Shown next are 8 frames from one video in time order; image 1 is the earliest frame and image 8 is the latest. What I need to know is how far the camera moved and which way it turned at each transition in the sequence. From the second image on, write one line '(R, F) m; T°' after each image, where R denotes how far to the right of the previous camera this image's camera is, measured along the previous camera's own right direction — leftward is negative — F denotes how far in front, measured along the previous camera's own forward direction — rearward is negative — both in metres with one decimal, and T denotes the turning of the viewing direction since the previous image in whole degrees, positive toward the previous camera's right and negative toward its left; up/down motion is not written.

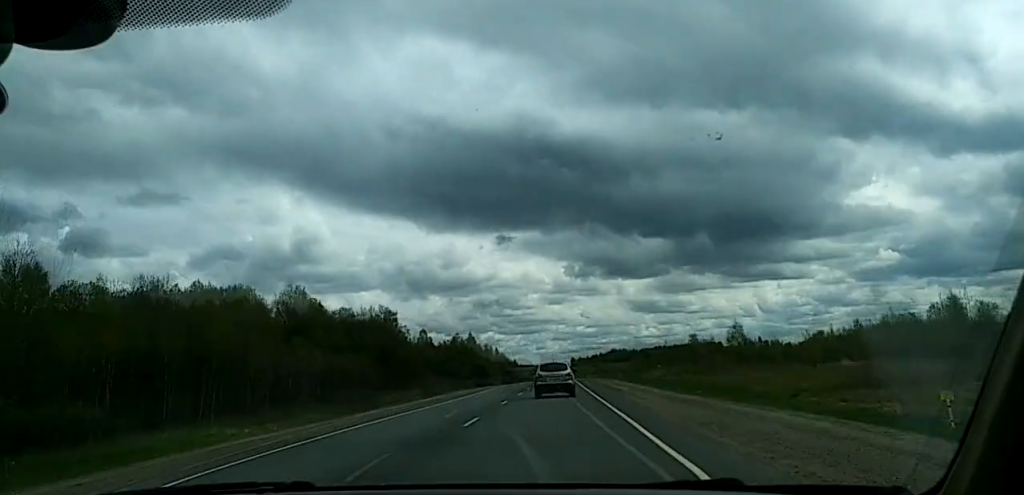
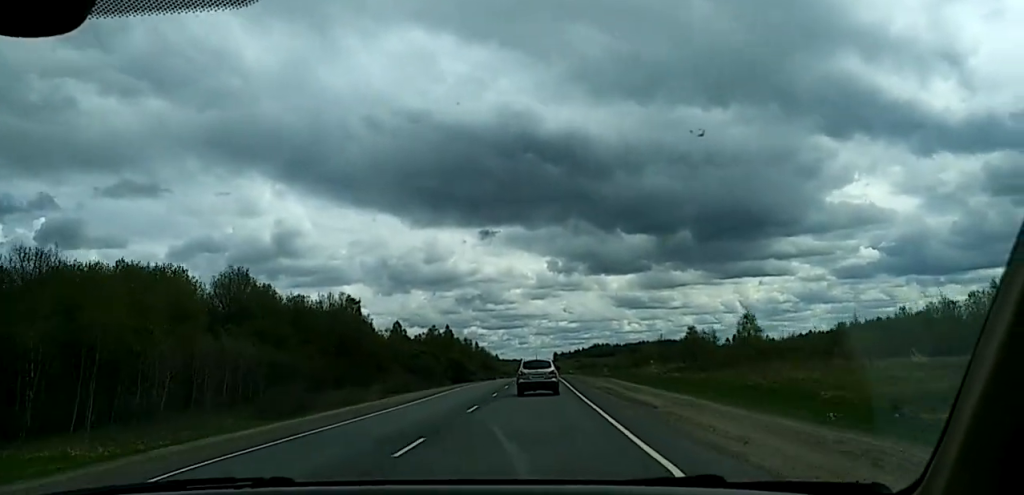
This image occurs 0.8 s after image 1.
(+0.2, +22.1) m; 0°
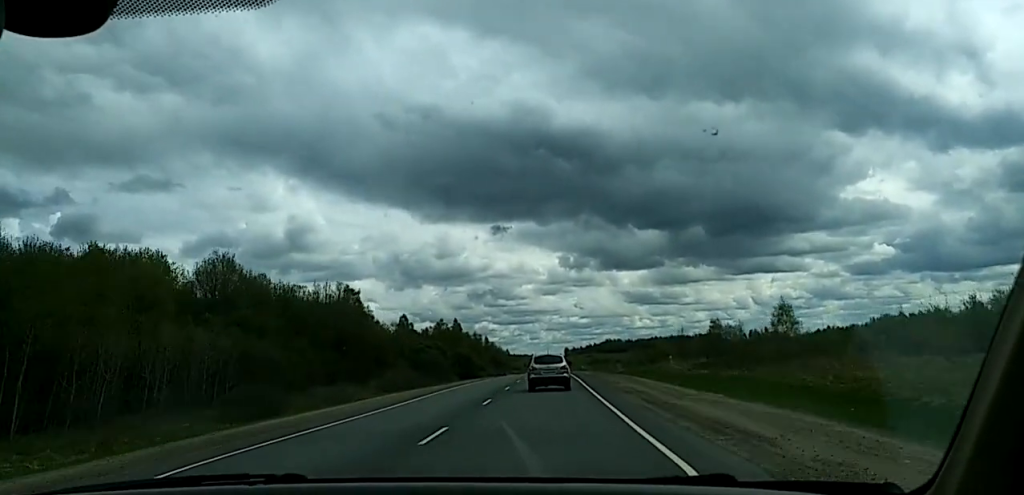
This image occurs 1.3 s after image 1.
(0.0, +12.3) m; 0°
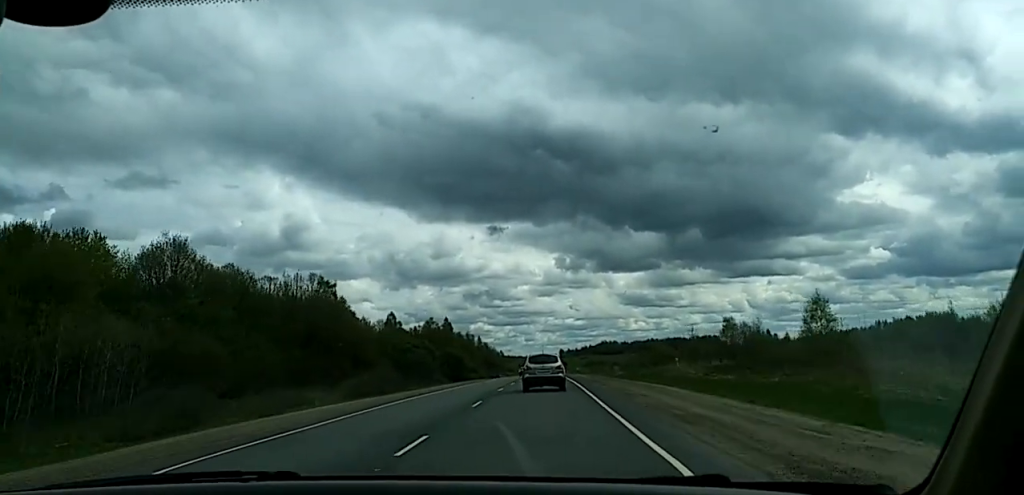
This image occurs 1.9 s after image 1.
(-0.2, +15.1) m; 0°
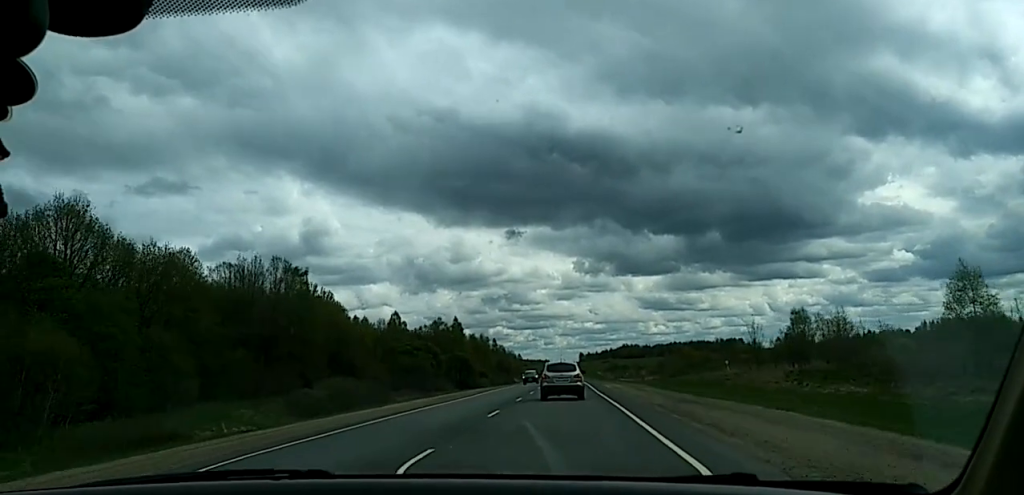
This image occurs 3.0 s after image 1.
(+0.4, +24.7) m; +1°
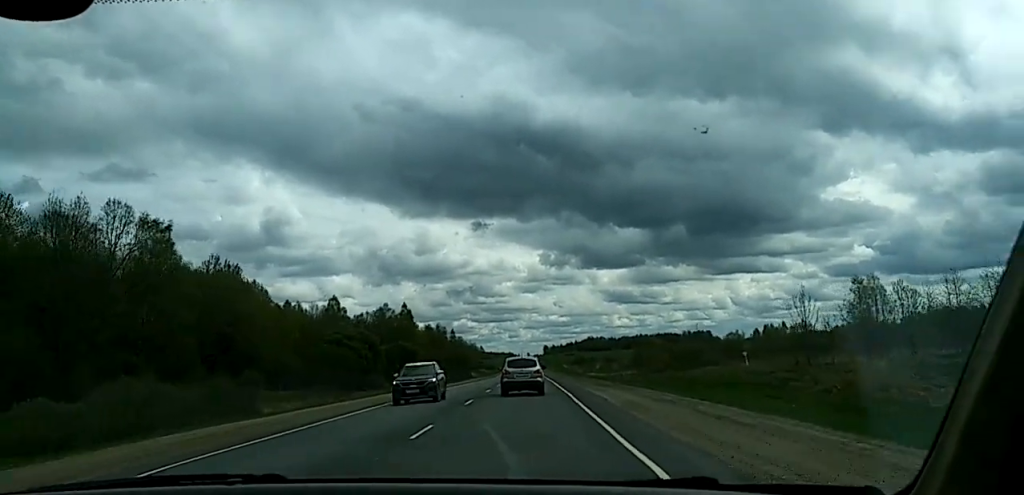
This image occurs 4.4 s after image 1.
(-0.2, +29.8) m; -1°
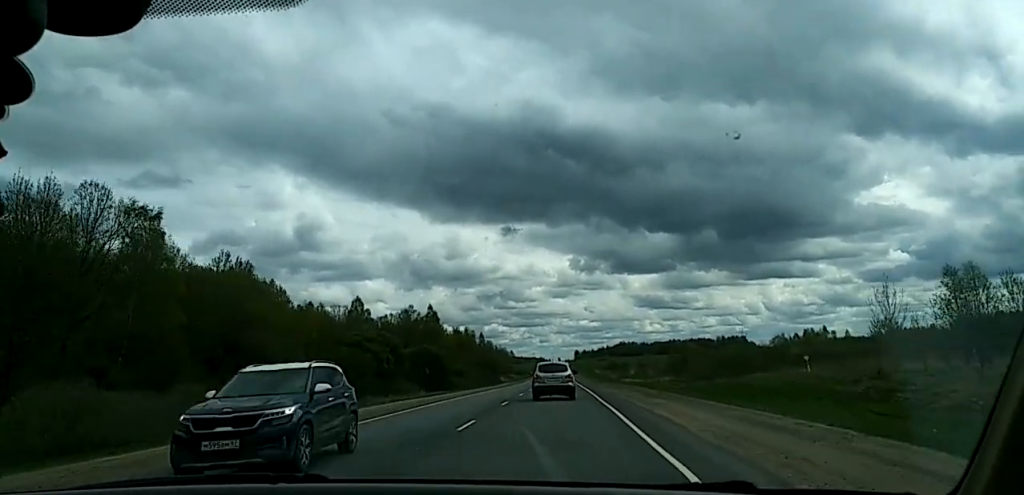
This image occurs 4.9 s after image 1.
(-0.1, +9.4) m; 0°
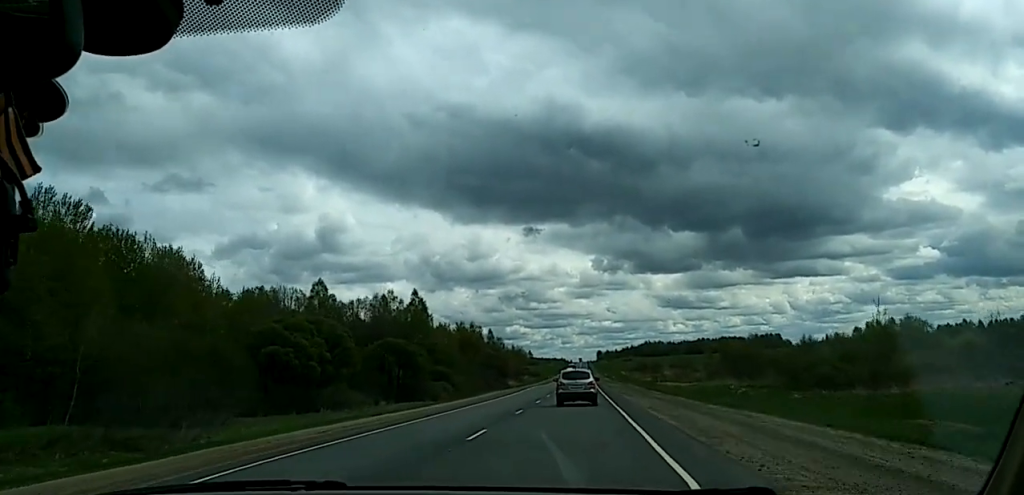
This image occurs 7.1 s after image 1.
(+0.5, +47.6) m; -1°
